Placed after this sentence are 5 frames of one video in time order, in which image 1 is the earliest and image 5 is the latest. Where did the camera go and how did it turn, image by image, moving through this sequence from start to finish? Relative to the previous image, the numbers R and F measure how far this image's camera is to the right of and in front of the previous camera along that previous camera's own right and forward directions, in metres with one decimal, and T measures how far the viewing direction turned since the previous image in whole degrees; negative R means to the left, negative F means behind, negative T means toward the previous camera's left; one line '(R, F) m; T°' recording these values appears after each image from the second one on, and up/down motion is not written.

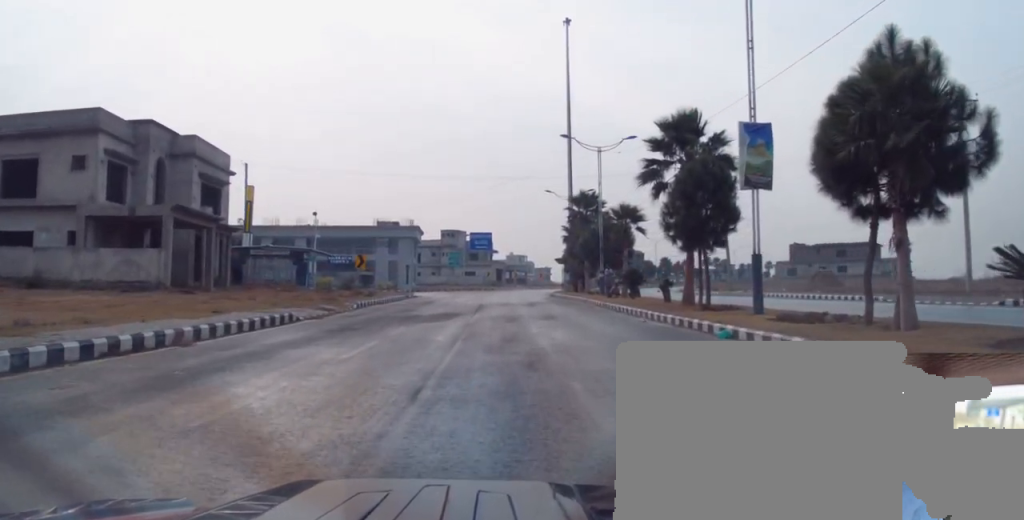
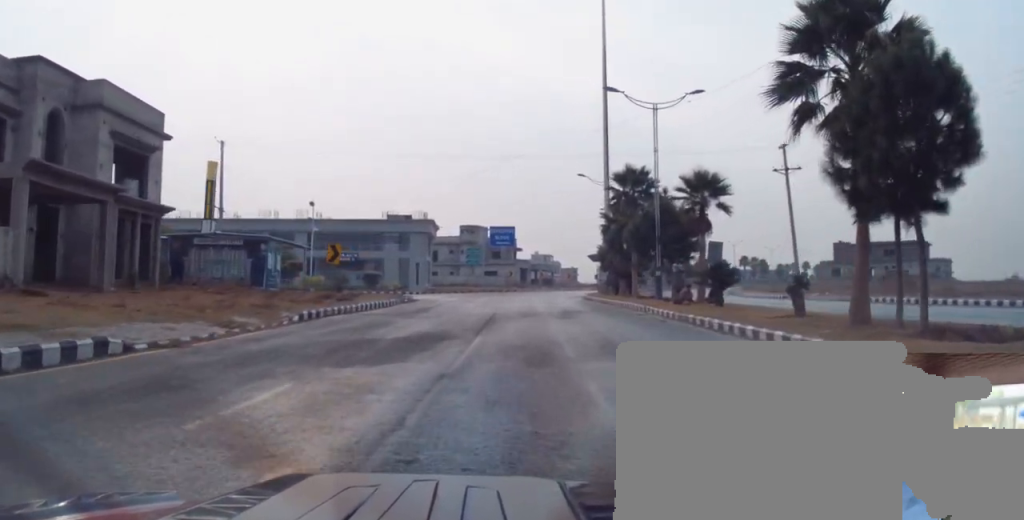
(-0.2, +11.9) m; -1°
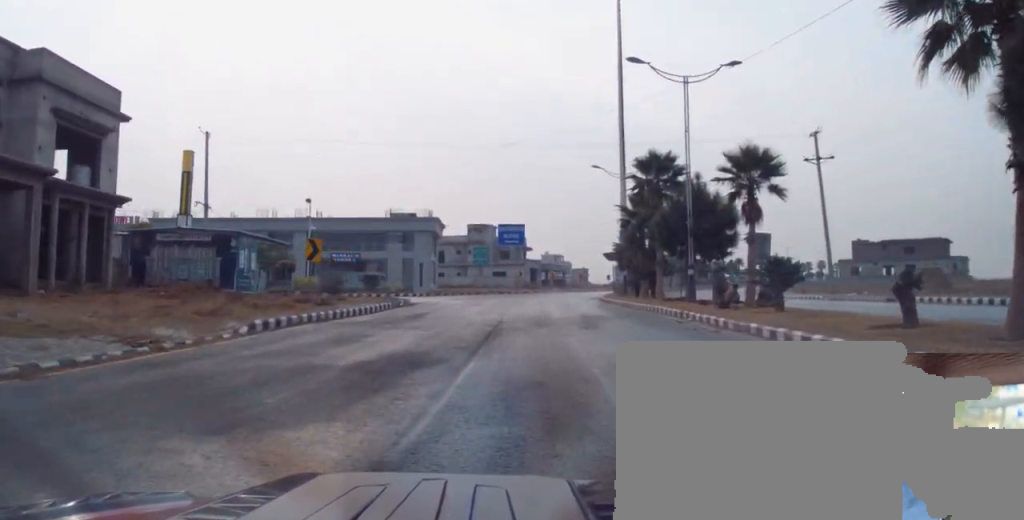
(0.0, +4.9) m; 0°
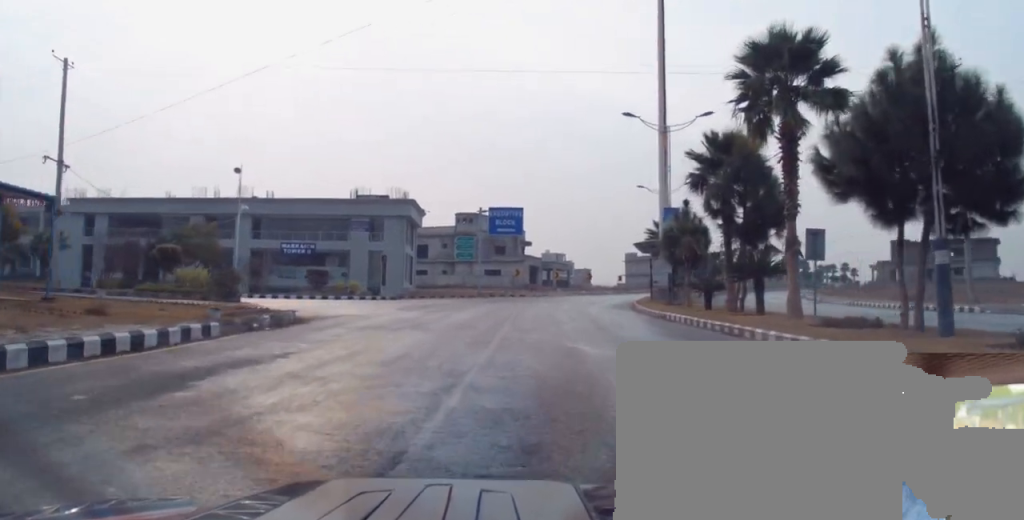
(+0.5, +19.2) m; -3°
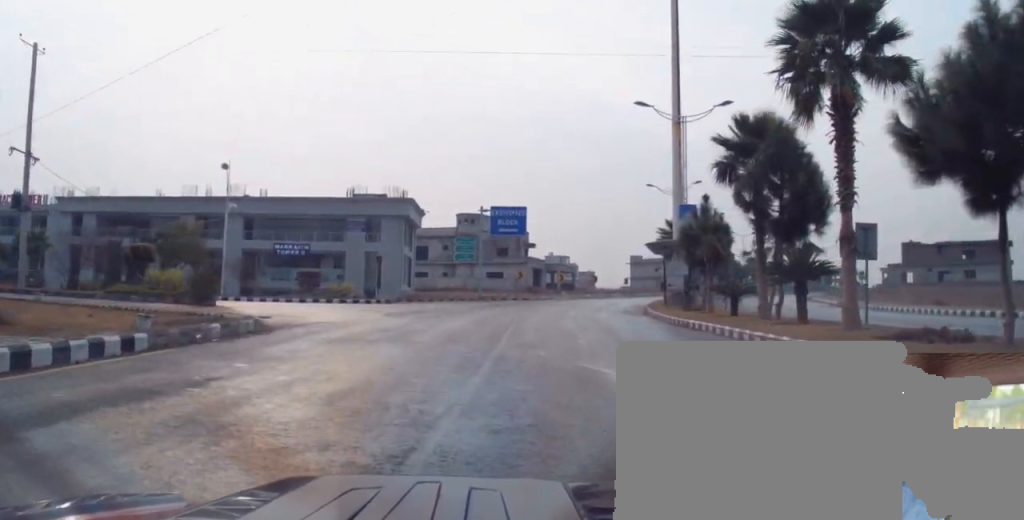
(-0.3, +3.2) m; -2°
